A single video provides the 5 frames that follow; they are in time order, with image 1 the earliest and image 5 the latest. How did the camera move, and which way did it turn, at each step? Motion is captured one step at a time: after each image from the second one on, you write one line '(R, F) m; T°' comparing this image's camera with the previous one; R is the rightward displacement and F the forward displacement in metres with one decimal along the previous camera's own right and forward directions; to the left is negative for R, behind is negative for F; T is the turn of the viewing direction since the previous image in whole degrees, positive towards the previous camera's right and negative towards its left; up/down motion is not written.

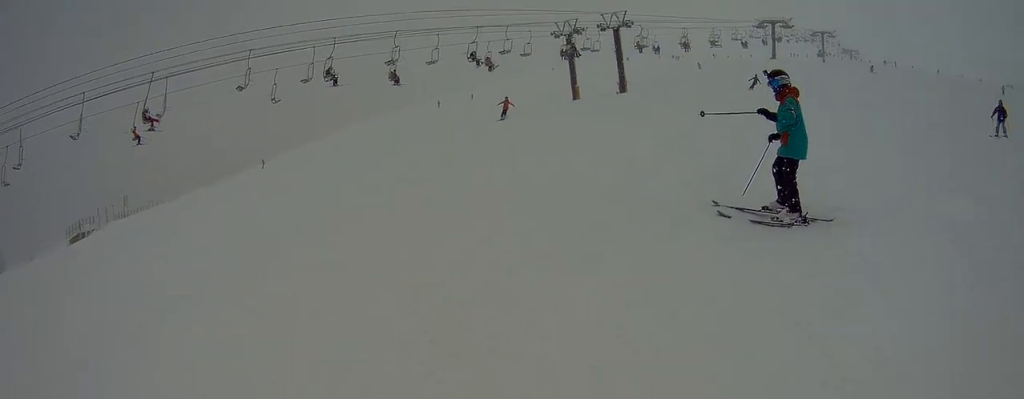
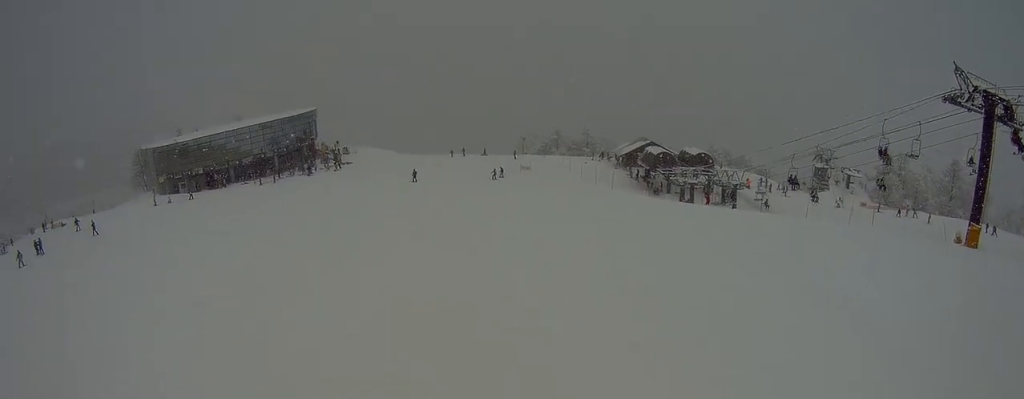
(-4.5, +9.6) m; -29°
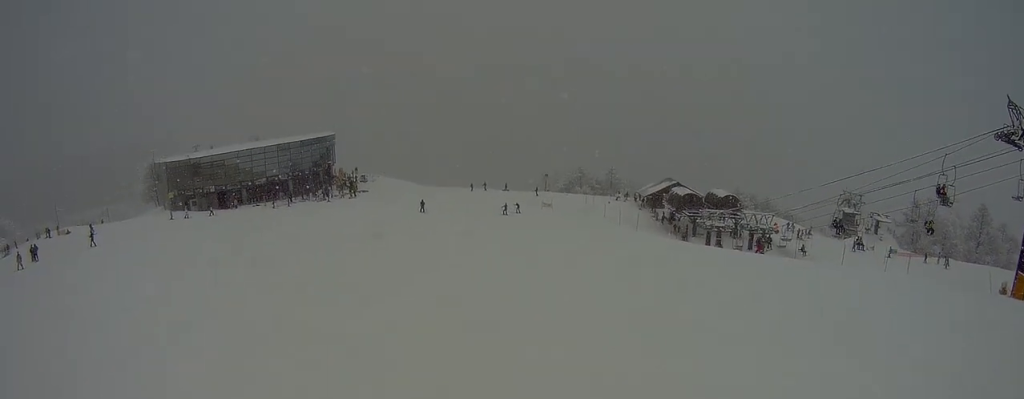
(+0.1, +4.8) m; -3°
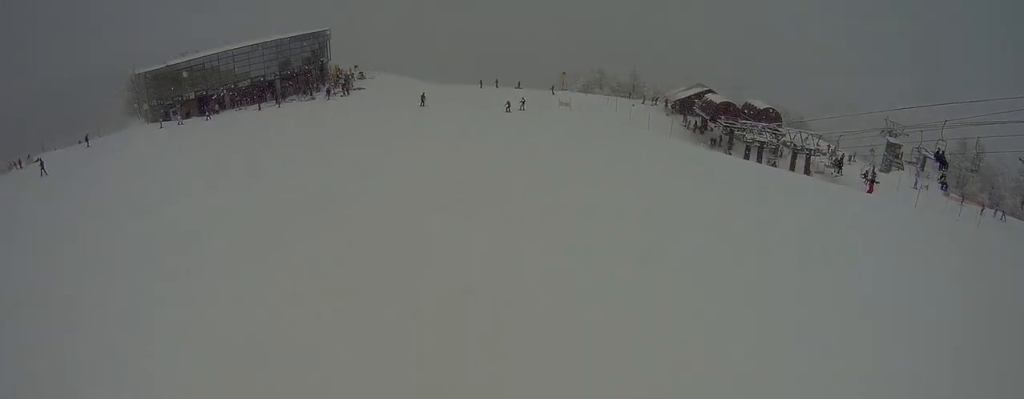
(-1.2, +9.8) m; -13°
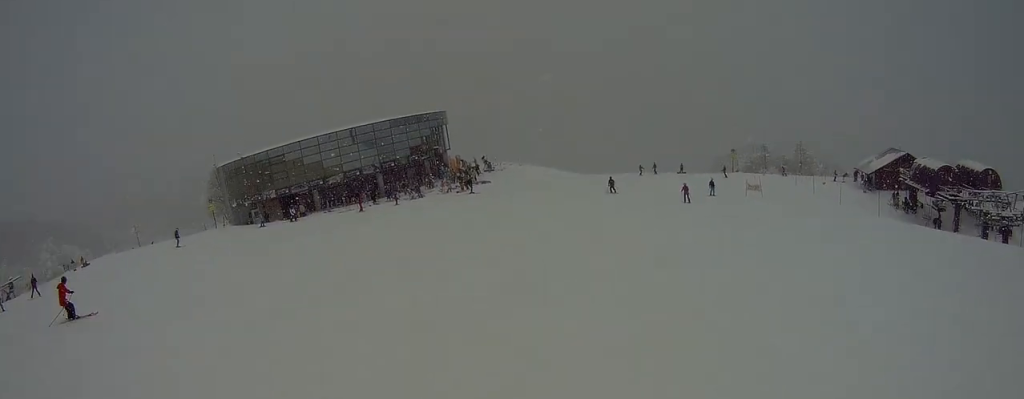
(-3.6, +18.7) m; -6°
